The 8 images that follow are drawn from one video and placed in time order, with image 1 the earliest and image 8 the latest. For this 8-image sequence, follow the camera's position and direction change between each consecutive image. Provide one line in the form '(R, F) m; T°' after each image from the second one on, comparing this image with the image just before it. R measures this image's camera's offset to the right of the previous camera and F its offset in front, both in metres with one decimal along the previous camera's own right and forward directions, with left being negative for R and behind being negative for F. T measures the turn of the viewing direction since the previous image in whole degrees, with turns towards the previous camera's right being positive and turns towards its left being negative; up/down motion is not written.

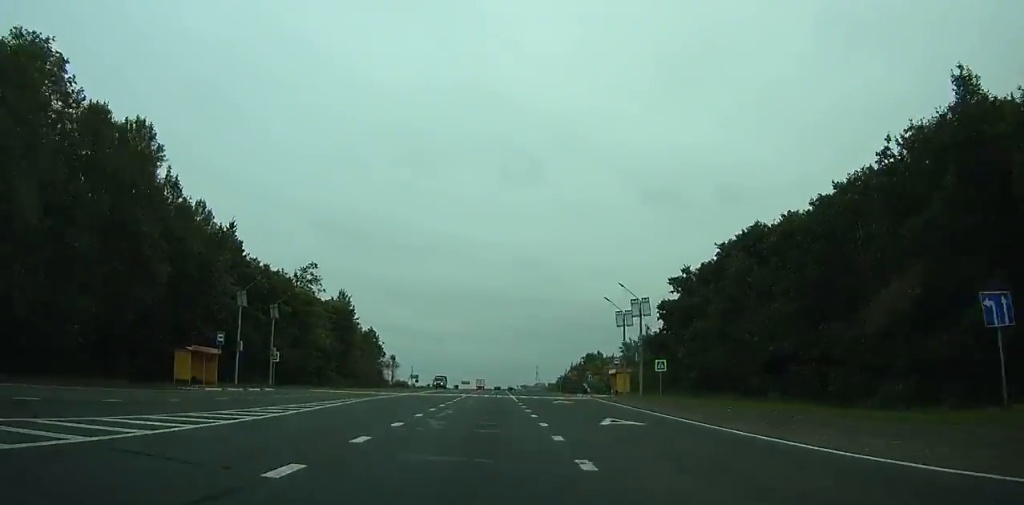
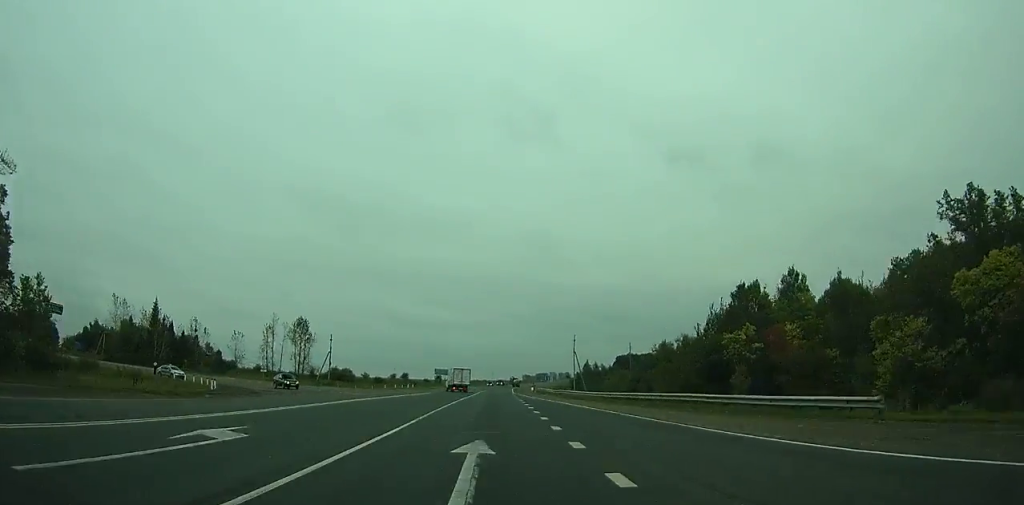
(-0.1, +121.4) m; 0°
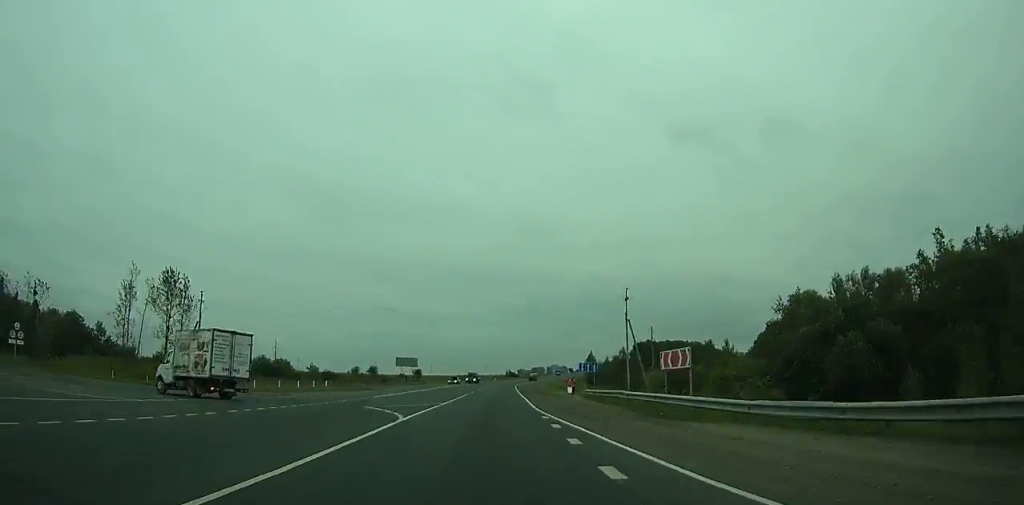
(0.0, +55.0) m; 0°
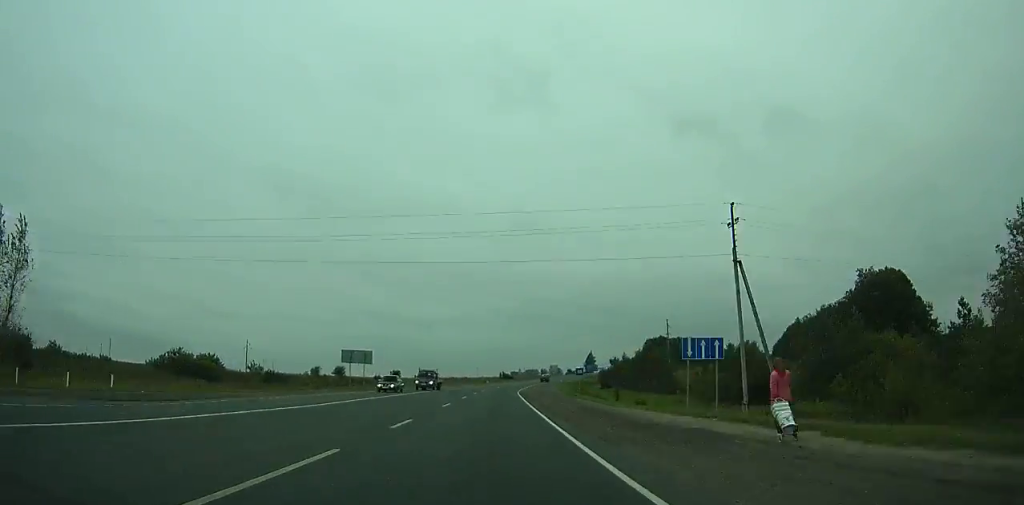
(-0.1, +32.6) m; +1°
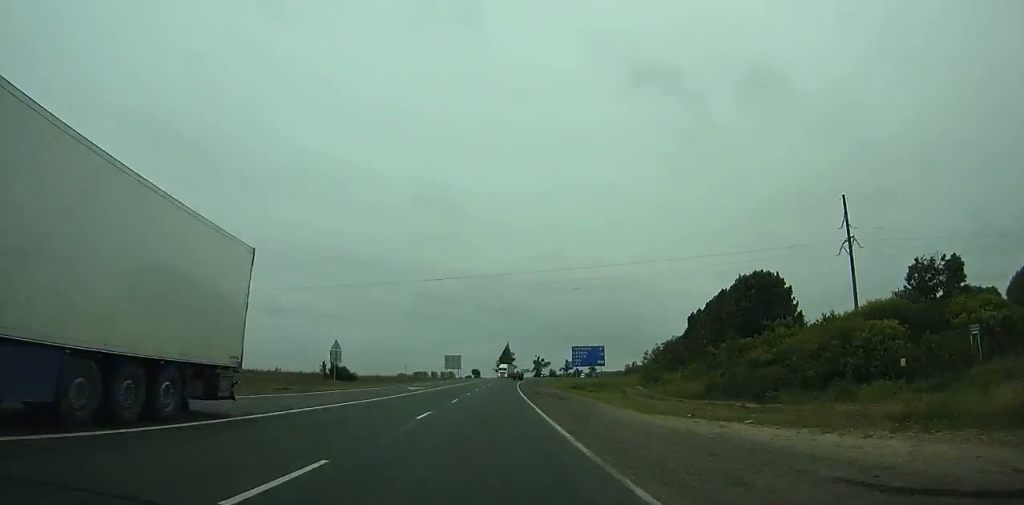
(+10.0, +161.7) m; +9°
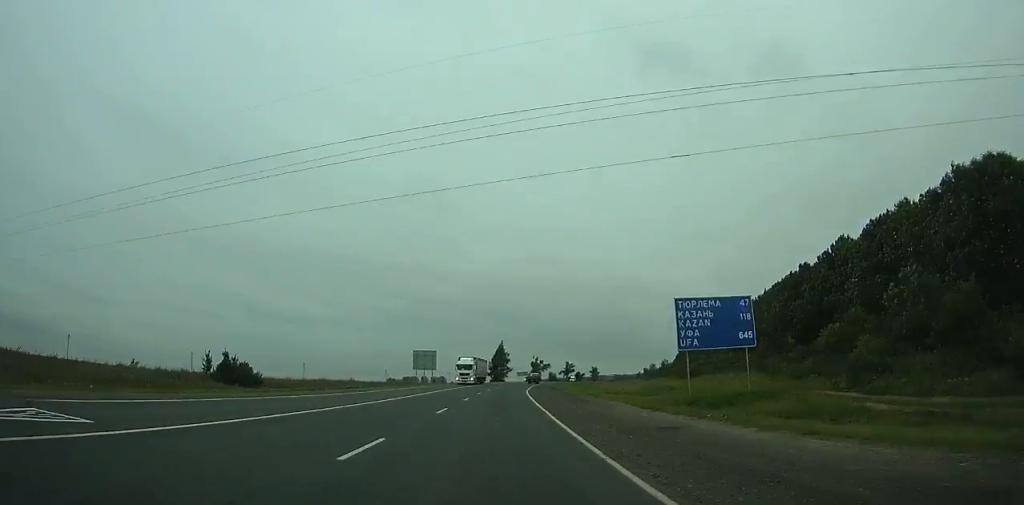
(+1.4, +44.3) m; +2°
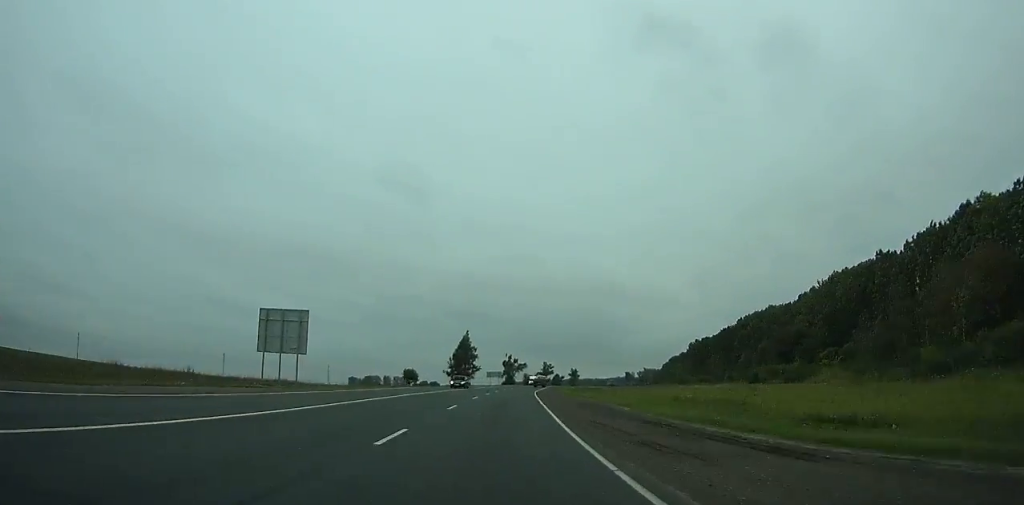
(+1.5, +58.7) m; +3°
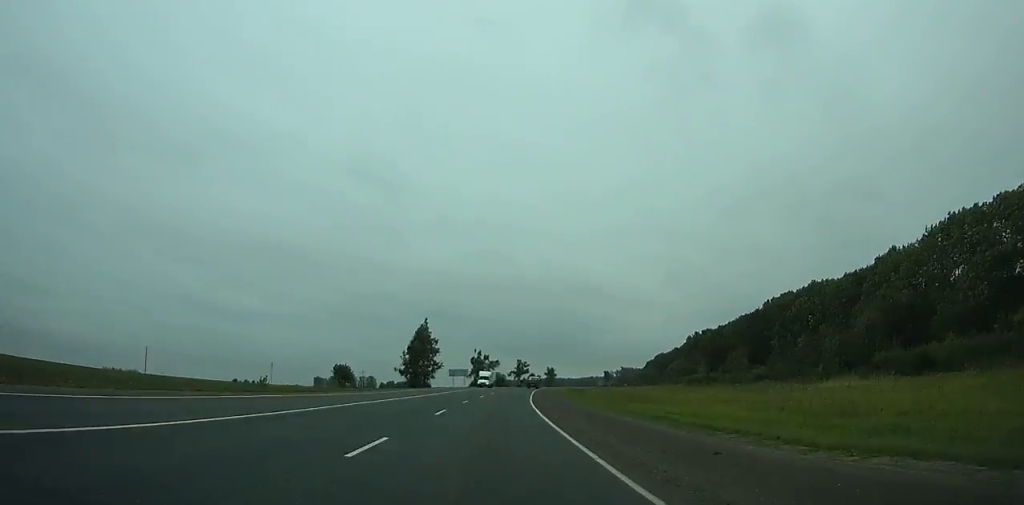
(+0.4, +36.5) m; +2°
